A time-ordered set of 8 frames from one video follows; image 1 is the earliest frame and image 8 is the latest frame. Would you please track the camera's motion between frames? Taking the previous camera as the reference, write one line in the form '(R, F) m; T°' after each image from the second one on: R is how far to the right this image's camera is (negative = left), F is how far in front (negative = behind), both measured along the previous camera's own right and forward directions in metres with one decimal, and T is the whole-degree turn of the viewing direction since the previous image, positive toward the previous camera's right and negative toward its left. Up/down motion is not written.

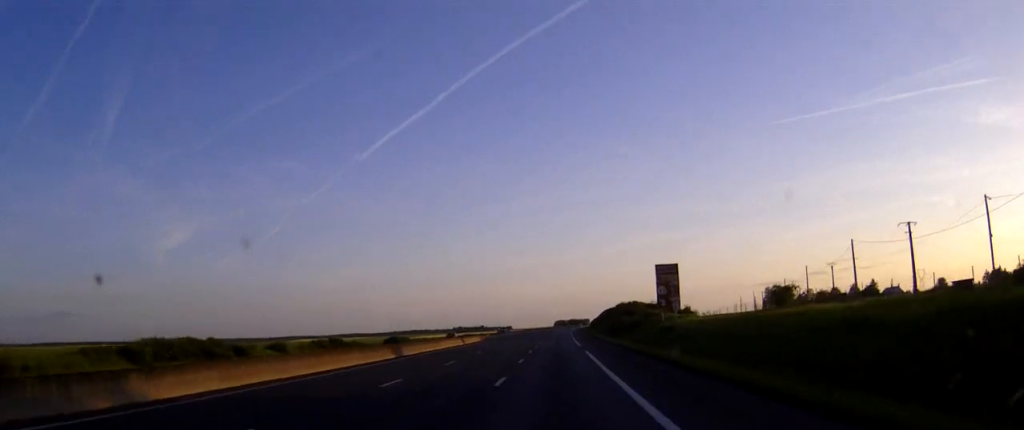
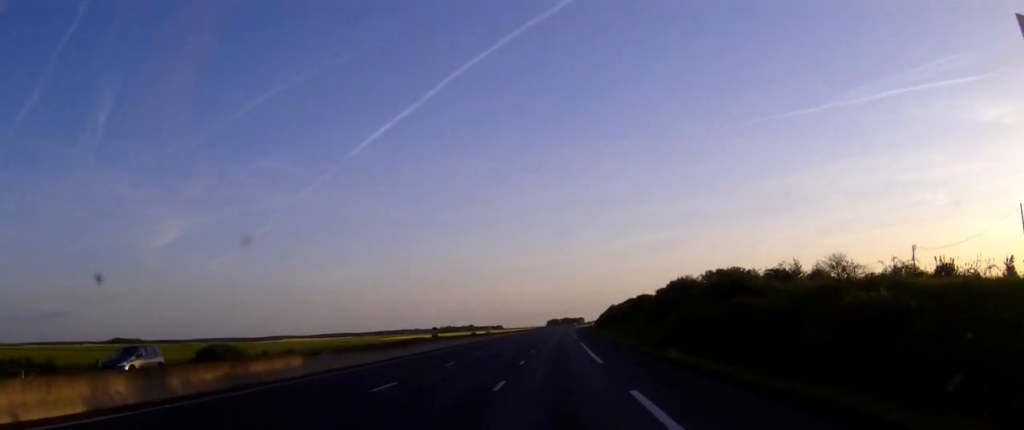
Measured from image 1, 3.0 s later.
(+0.4, +80.3) m; +1°
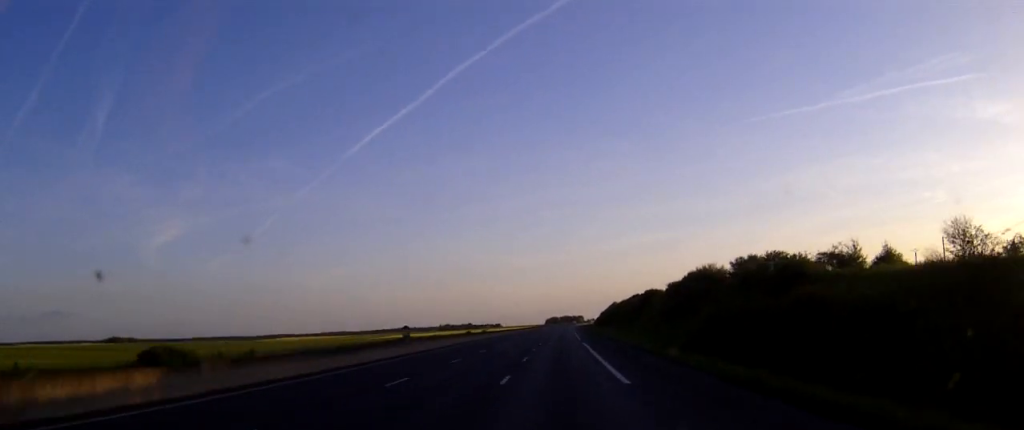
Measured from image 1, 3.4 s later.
(0.0, +11.6) m; 0°
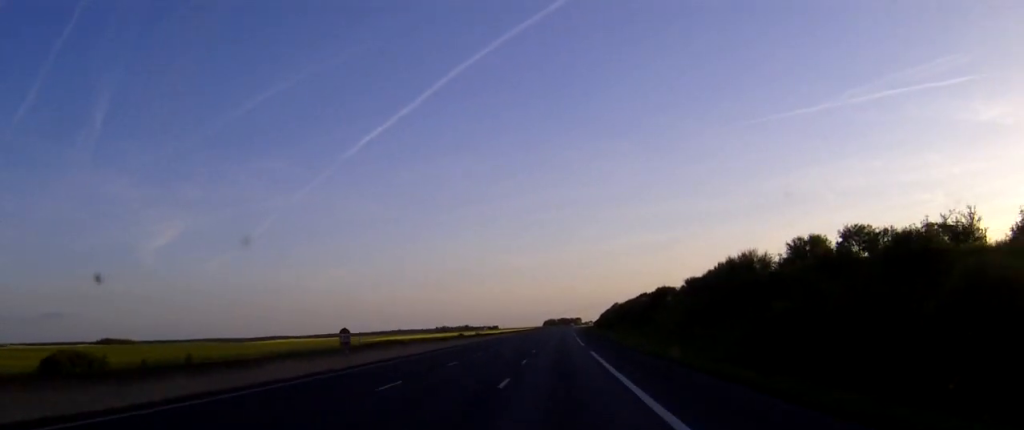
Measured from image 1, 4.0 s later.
(0.0, +14.3) m; 0°
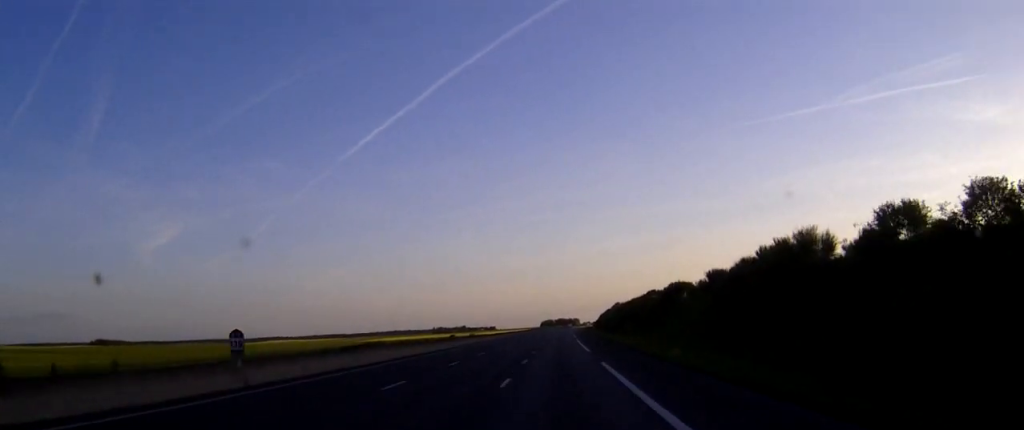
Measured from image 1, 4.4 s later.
(0.0, +12.5) m; 0°
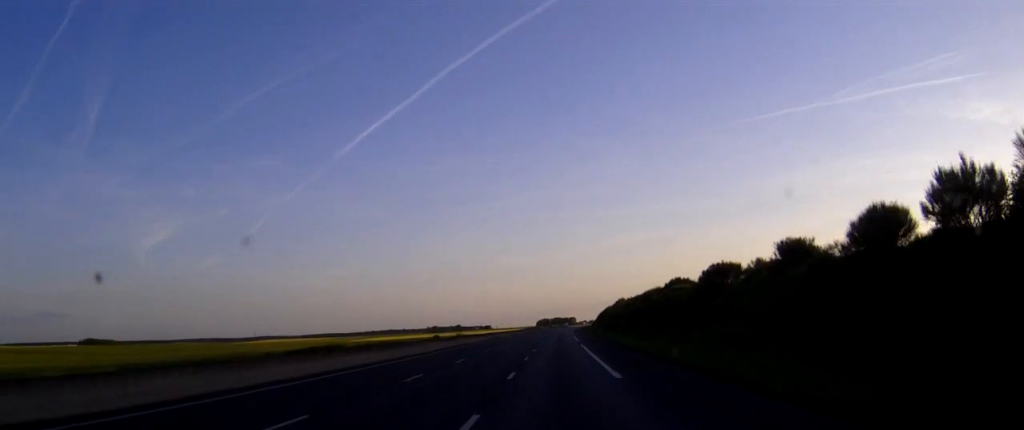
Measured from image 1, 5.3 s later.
(+0.1, +23.2) m; 0°
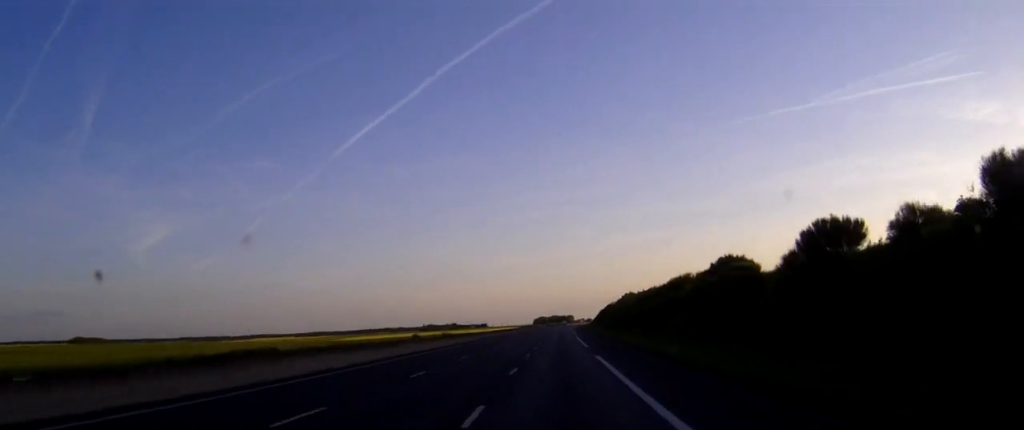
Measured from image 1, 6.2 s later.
(0.0, +25.0) m; 0°
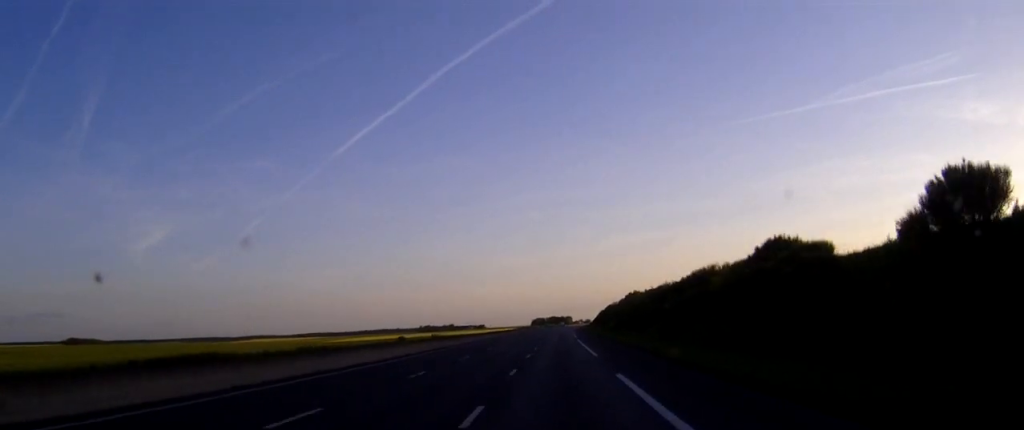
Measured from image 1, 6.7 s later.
(0.0, +13.4) m; 0°
